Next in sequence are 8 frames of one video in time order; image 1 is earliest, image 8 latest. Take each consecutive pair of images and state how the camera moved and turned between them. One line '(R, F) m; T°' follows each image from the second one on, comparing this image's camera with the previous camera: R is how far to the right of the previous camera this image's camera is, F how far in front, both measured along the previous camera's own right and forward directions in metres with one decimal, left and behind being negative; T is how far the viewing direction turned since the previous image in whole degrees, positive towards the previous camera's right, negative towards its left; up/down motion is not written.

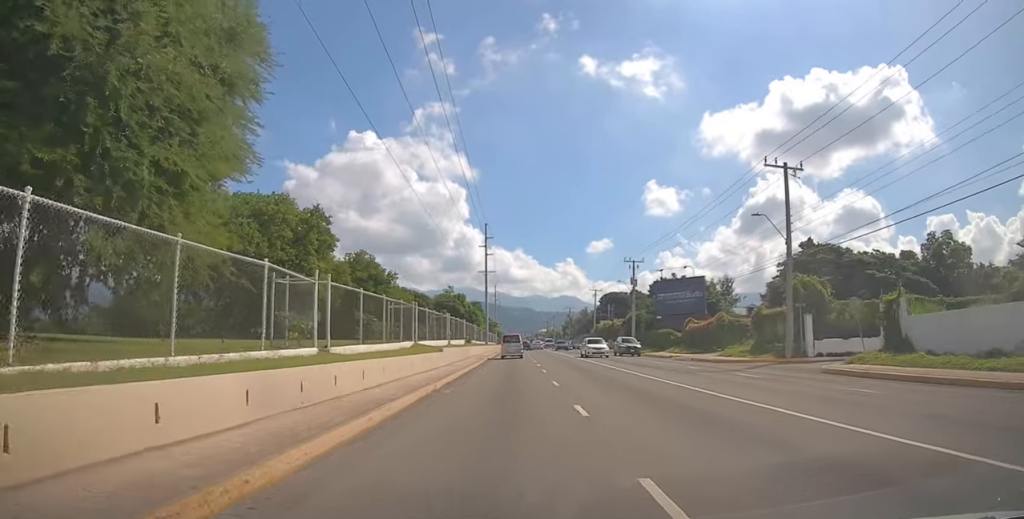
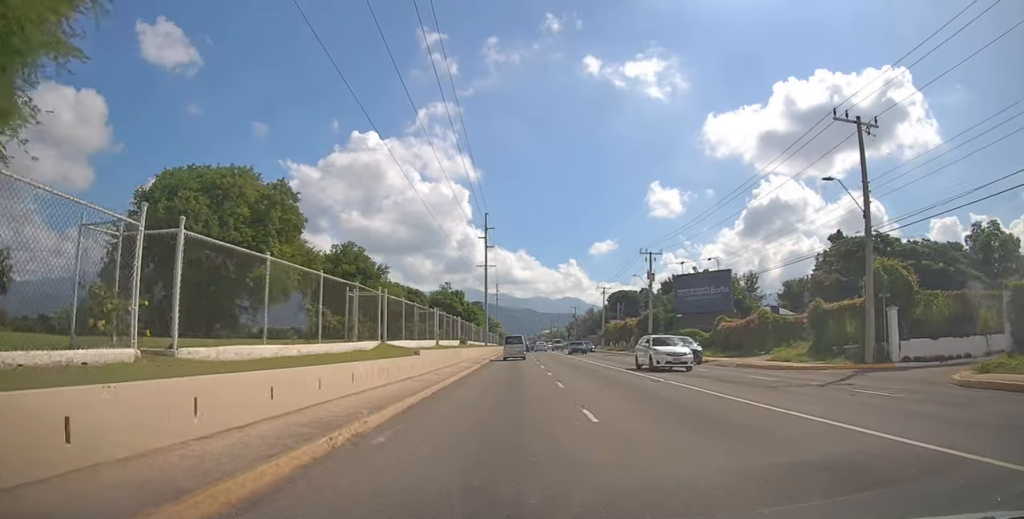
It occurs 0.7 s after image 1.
(-0.1, +7.5) m; 0°
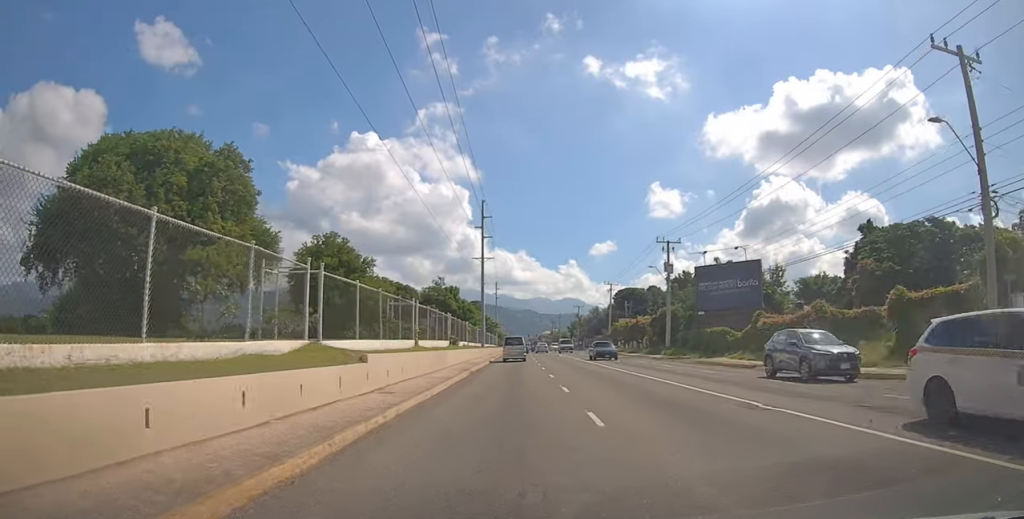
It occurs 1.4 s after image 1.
(0.0, +7.3) m; +1°
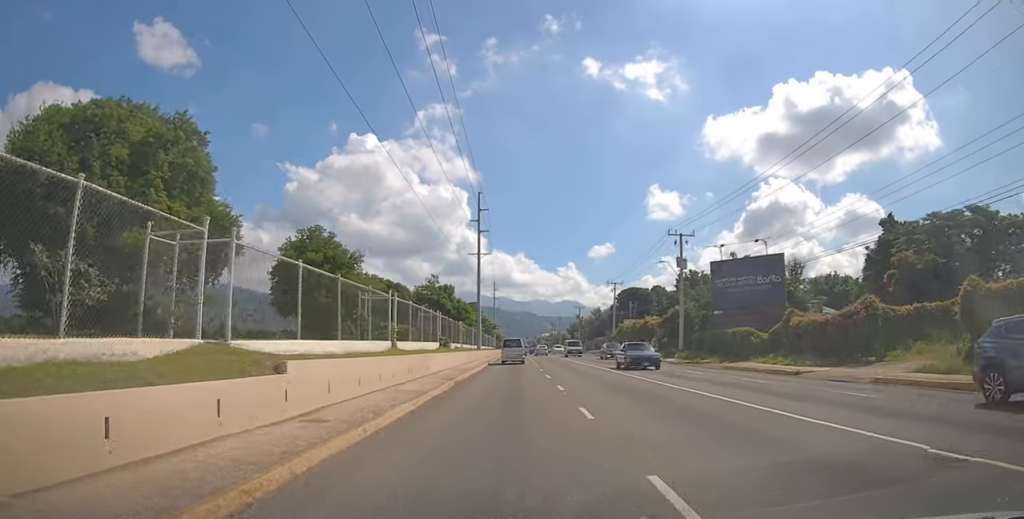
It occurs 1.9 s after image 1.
(0.0, +4.8) m; +1°
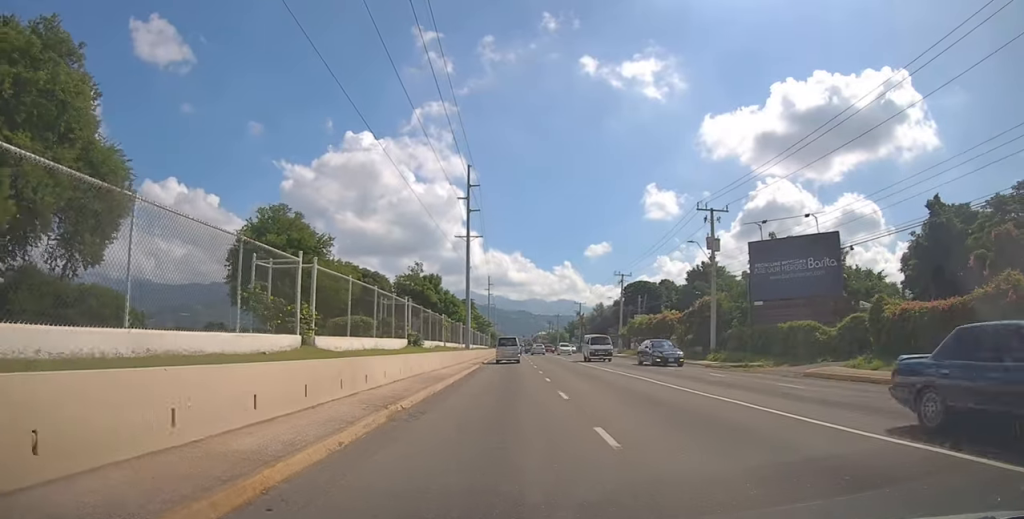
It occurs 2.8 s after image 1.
(+0.1, +9.0) m; -1°
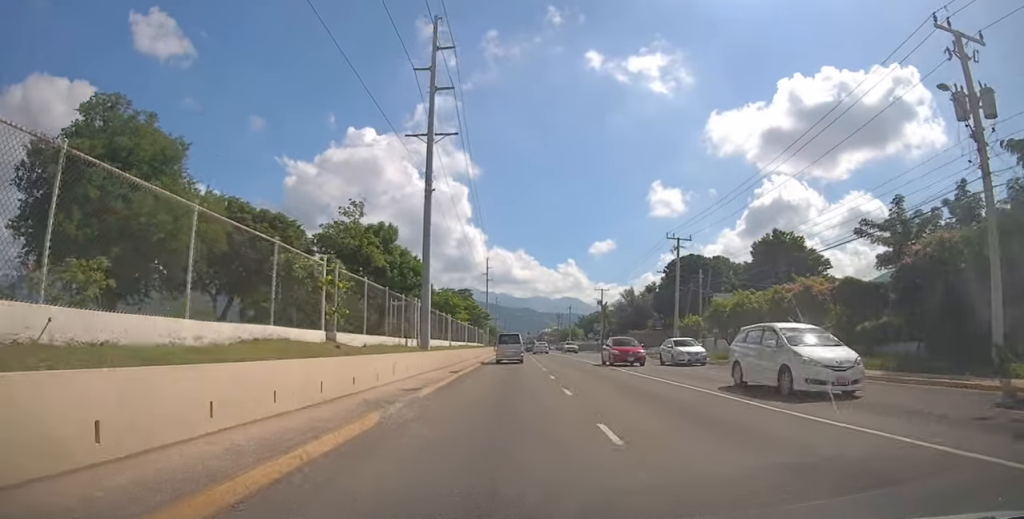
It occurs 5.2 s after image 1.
(-0.2, +25.4) m; 0°
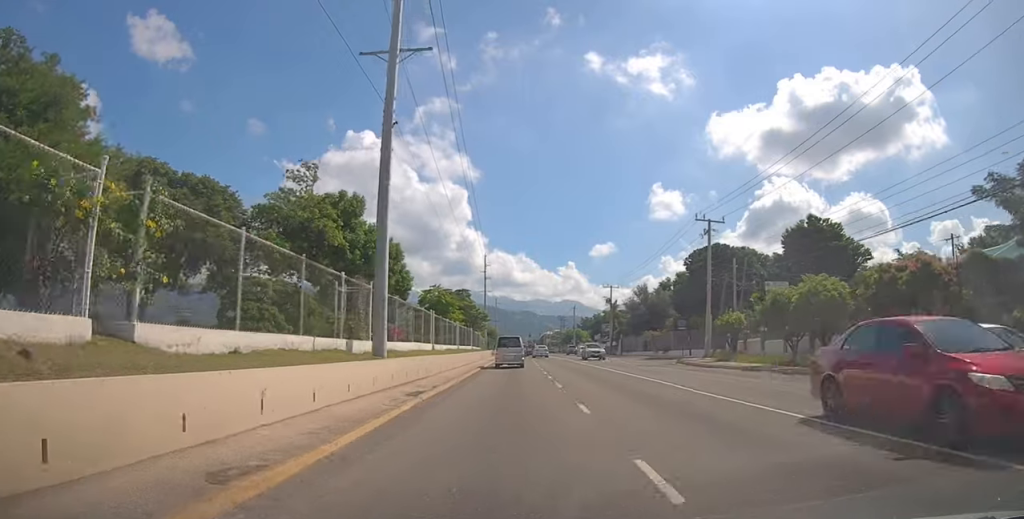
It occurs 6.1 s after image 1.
(-0.1, +9.0) m; 0°
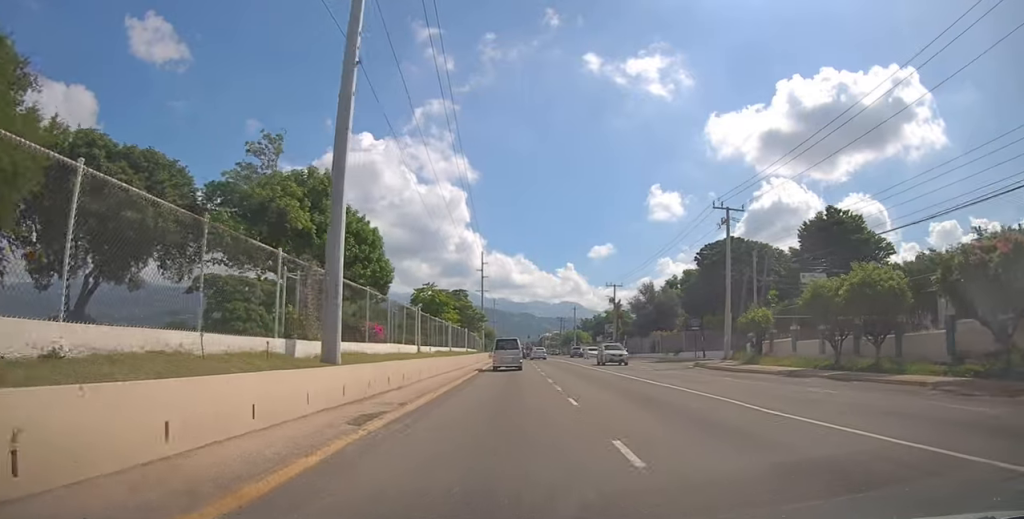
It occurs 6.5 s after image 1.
(0.0, +4.5) m; +1°
